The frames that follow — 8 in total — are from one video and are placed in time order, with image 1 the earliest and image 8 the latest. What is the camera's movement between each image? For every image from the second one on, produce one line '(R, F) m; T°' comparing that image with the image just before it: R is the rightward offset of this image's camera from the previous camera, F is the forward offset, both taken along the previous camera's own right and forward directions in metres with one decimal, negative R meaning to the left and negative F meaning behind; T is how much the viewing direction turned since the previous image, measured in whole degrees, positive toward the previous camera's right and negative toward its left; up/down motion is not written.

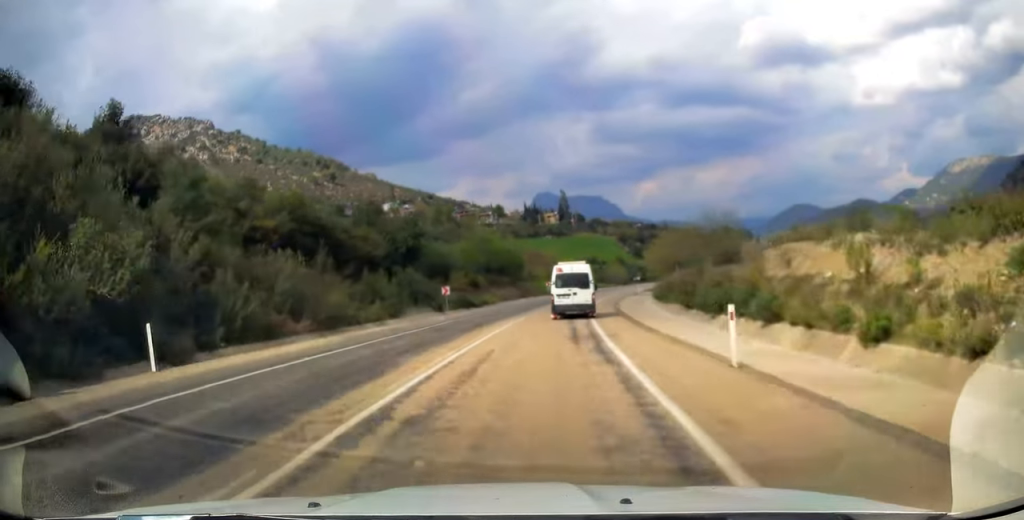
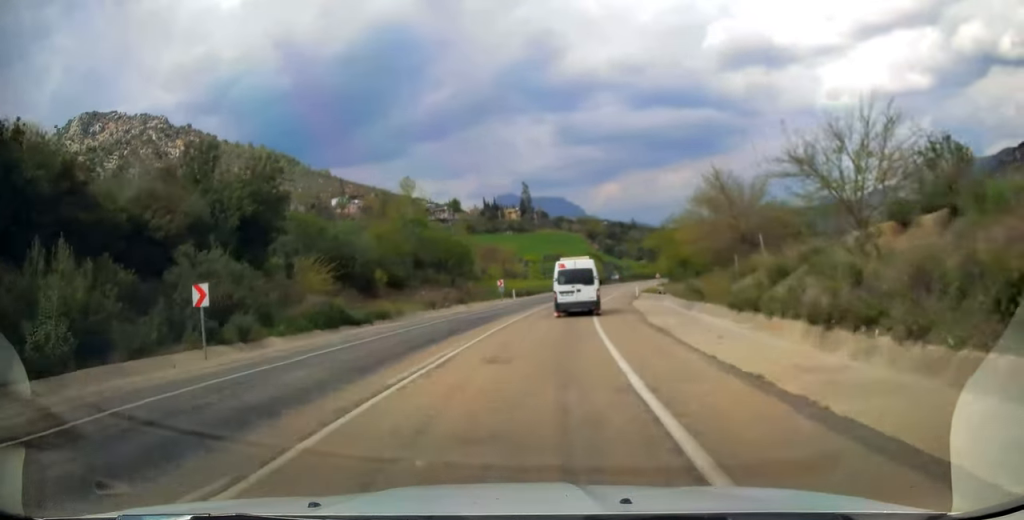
(+1.1, +29.8) m; +4°
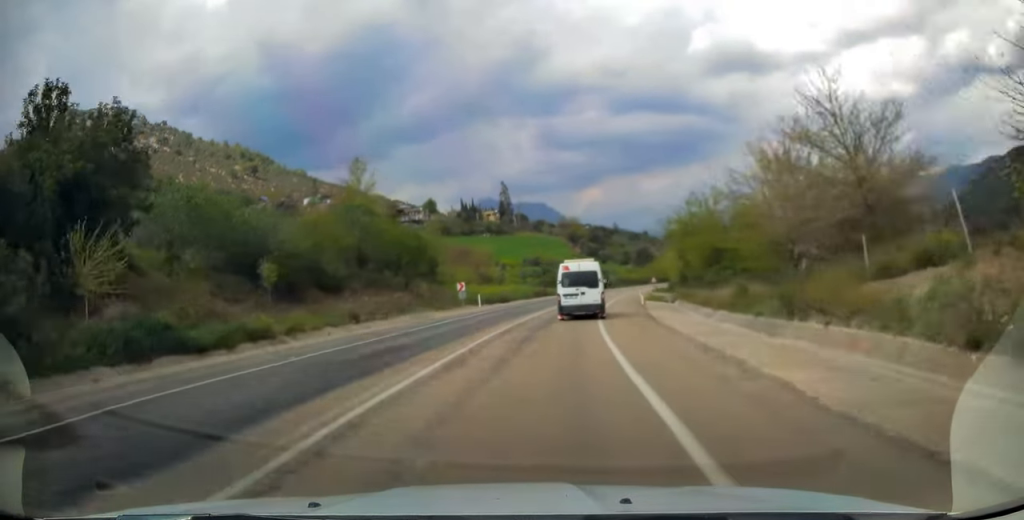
(+0.1, +14.5) m; +2°
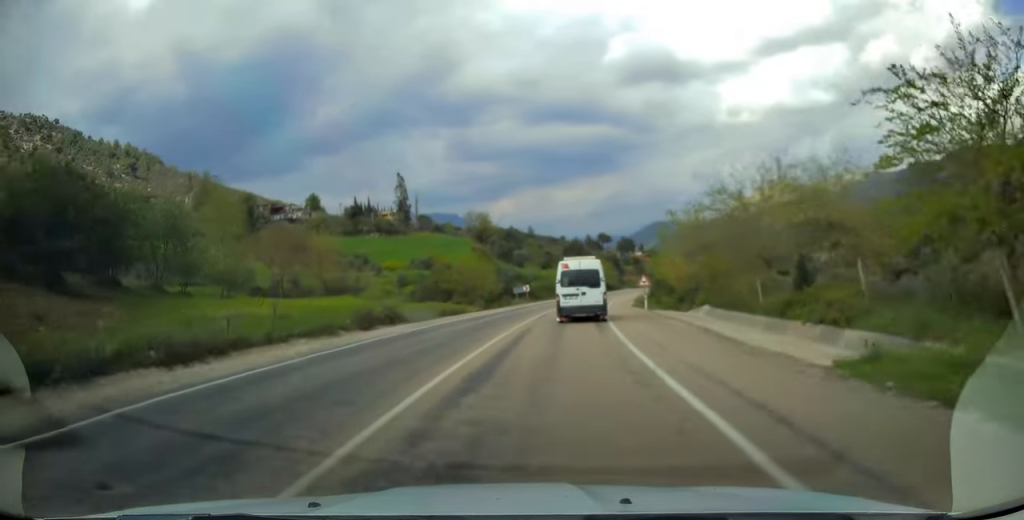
(+3.5, +49.5) m; +8°
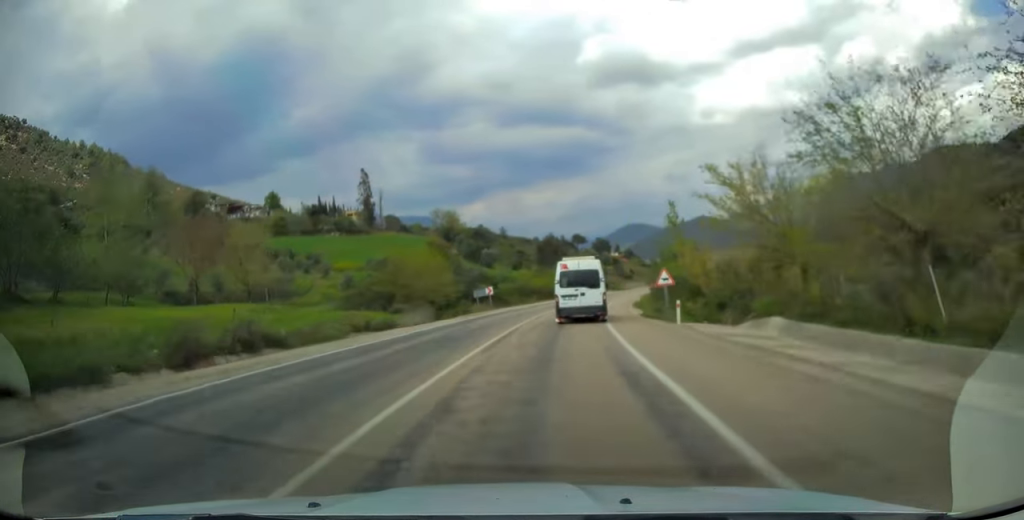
(+0.4, +14.6) m; +2°
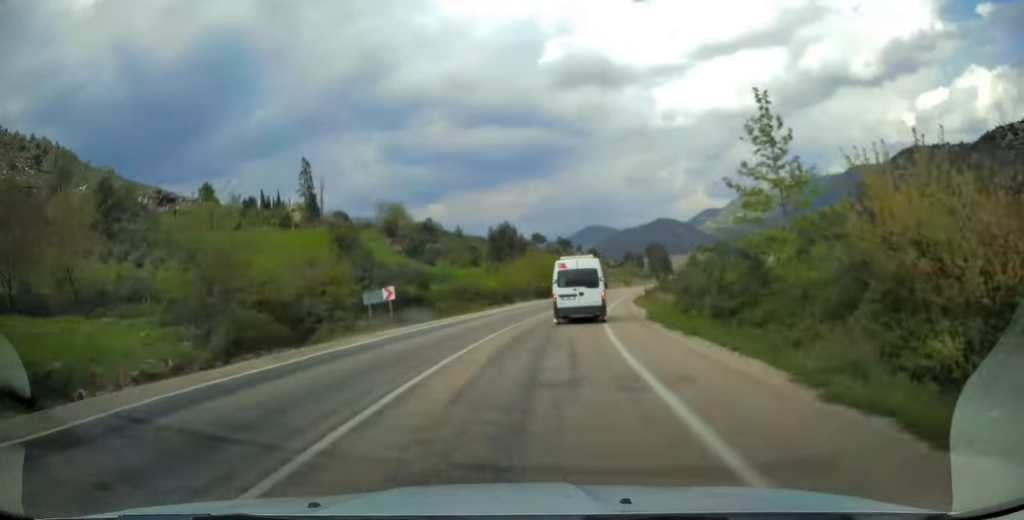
(+0.6, +21.1) m; +3°
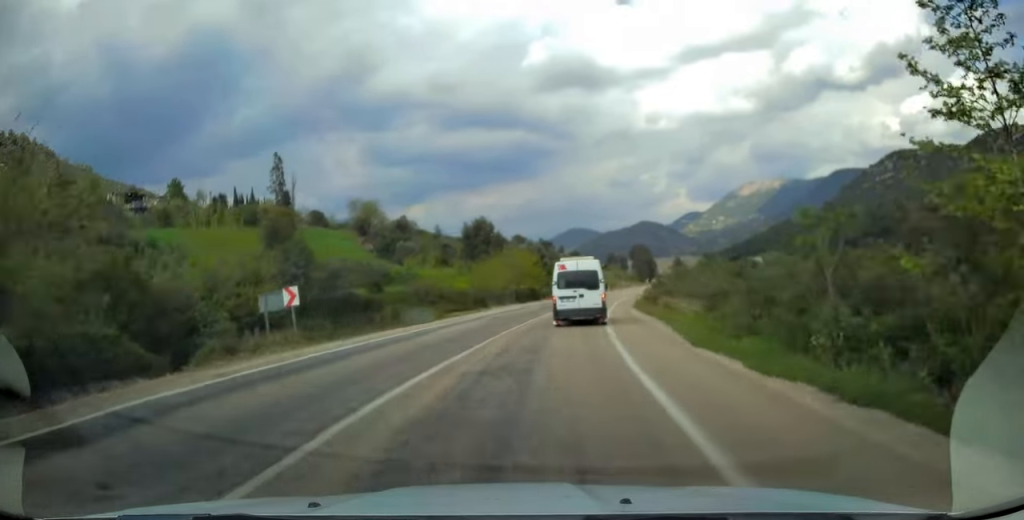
(0.0, +9.7) m; +2°
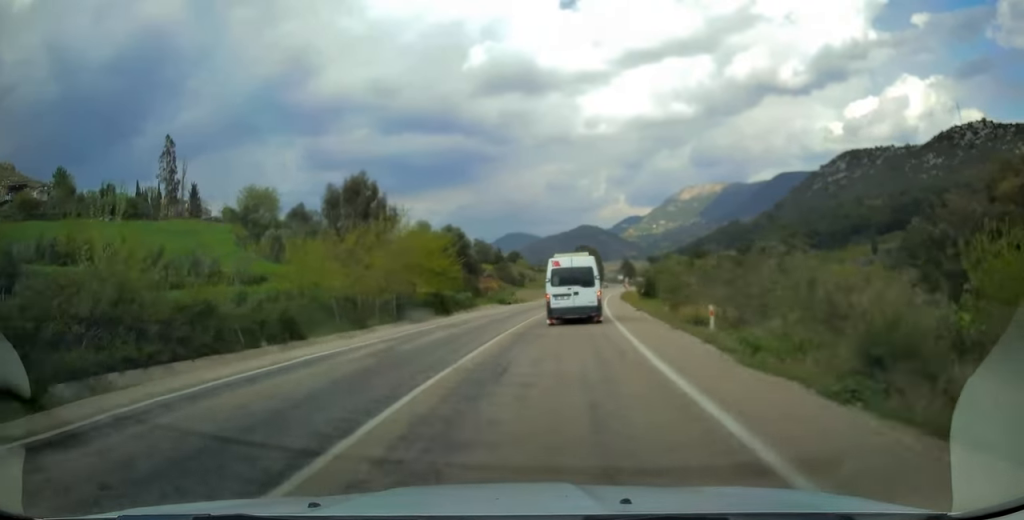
(+1.8, +32.9) m; +6°
